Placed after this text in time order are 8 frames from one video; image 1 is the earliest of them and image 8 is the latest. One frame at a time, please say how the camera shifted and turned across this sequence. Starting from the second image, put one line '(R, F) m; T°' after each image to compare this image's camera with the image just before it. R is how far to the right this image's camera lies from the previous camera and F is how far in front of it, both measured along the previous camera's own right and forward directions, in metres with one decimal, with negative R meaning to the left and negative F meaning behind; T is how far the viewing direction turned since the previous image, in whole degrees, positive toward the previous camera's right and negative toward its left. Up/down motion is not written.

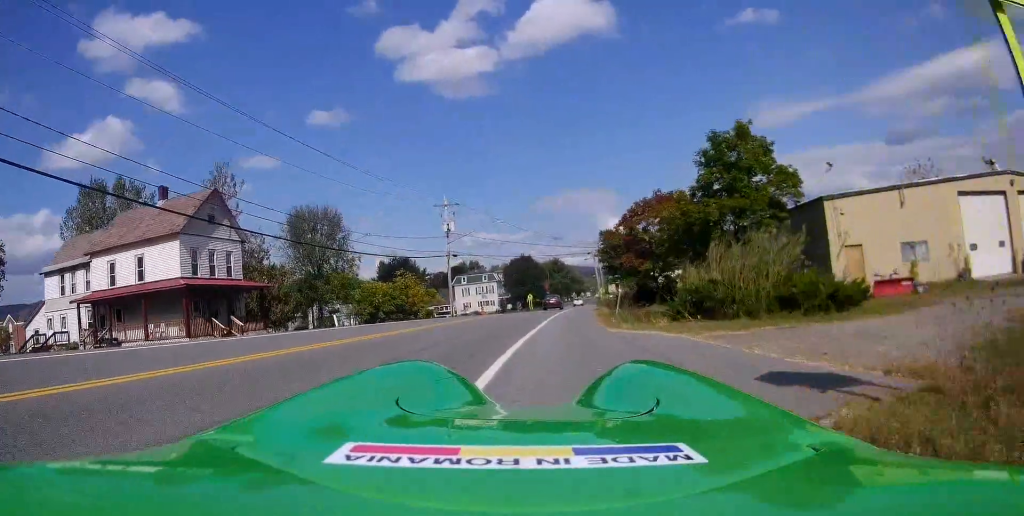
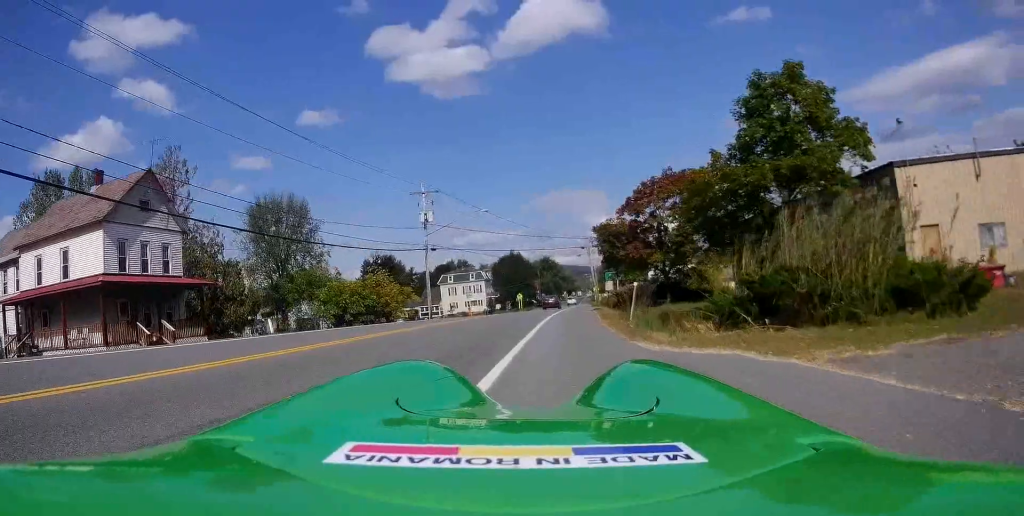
(+0.3, +6.4) m; +3°
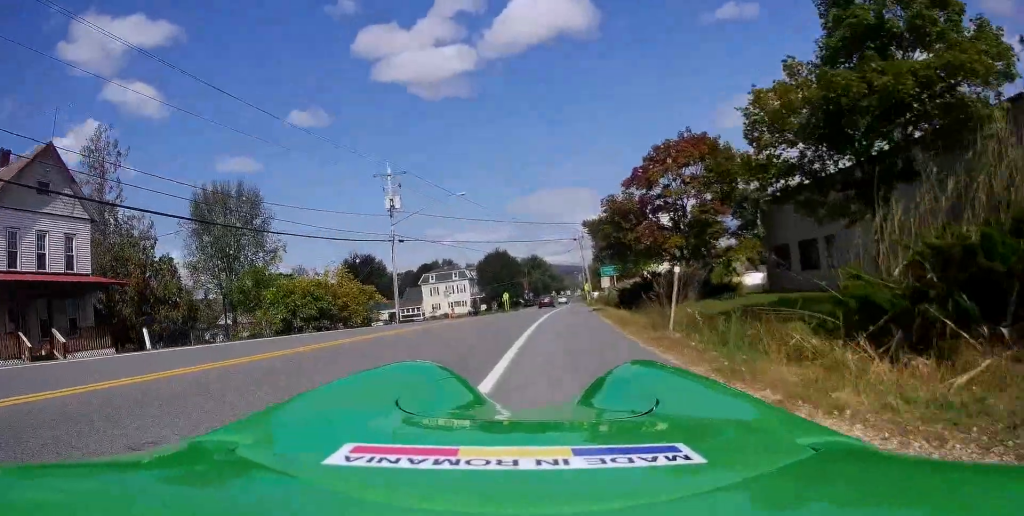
(+0.3, +7.7) m; +3°
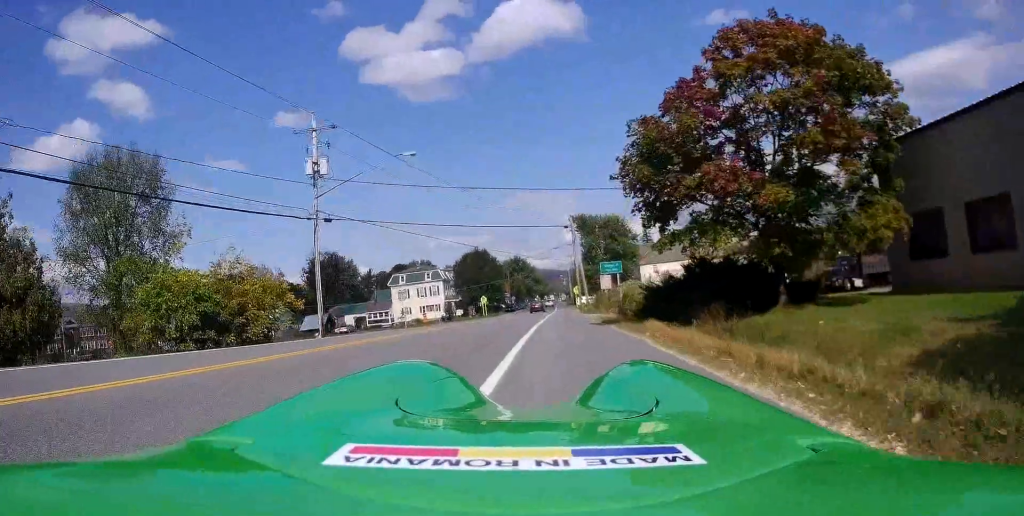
(+0.1, +12.2) m; +1°
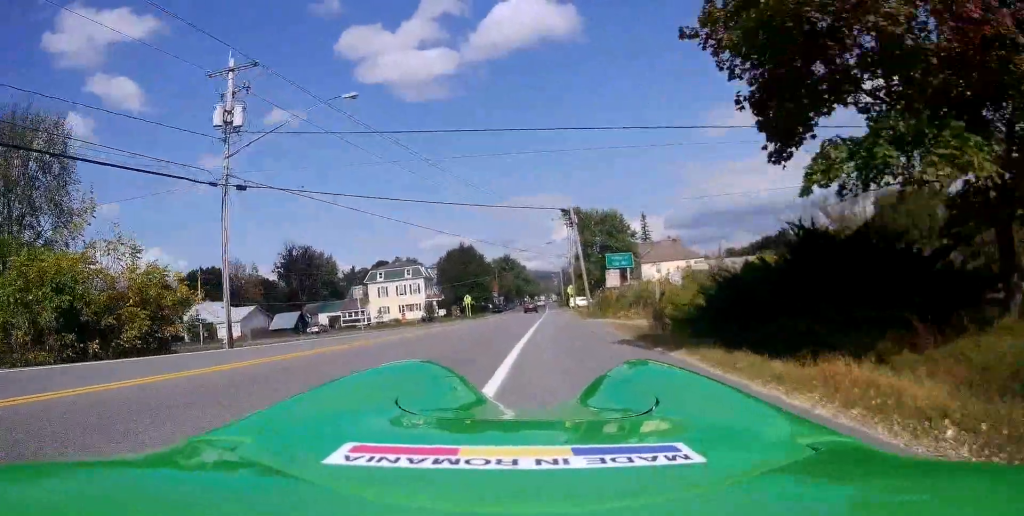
(+0.2, +8.9) m; +1°
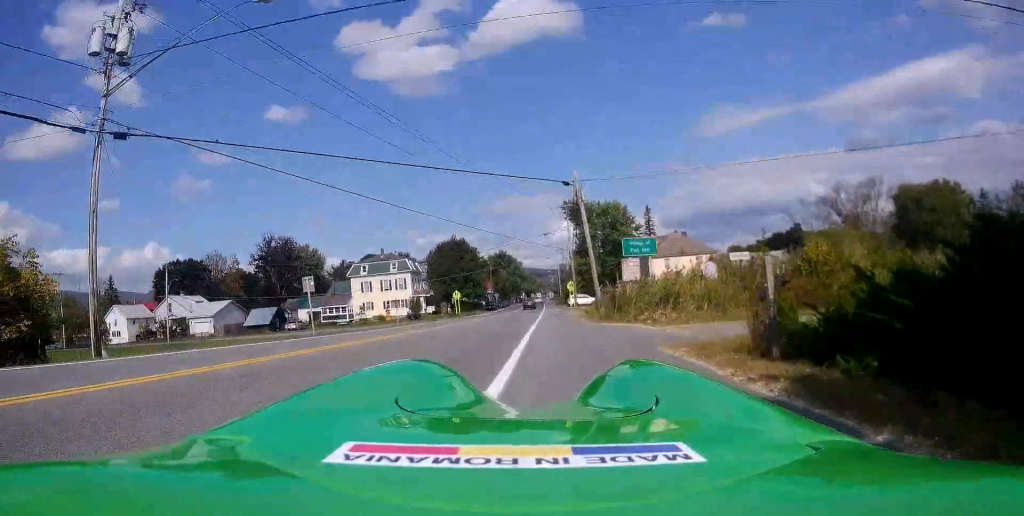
(+0.1, +7.3) m; 0°
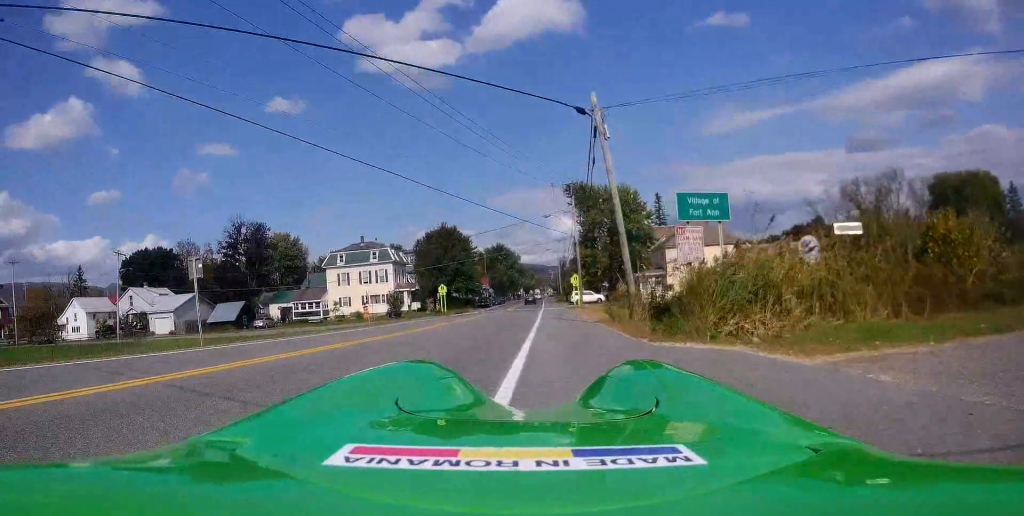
(-0.3, +10.1) m; 0°
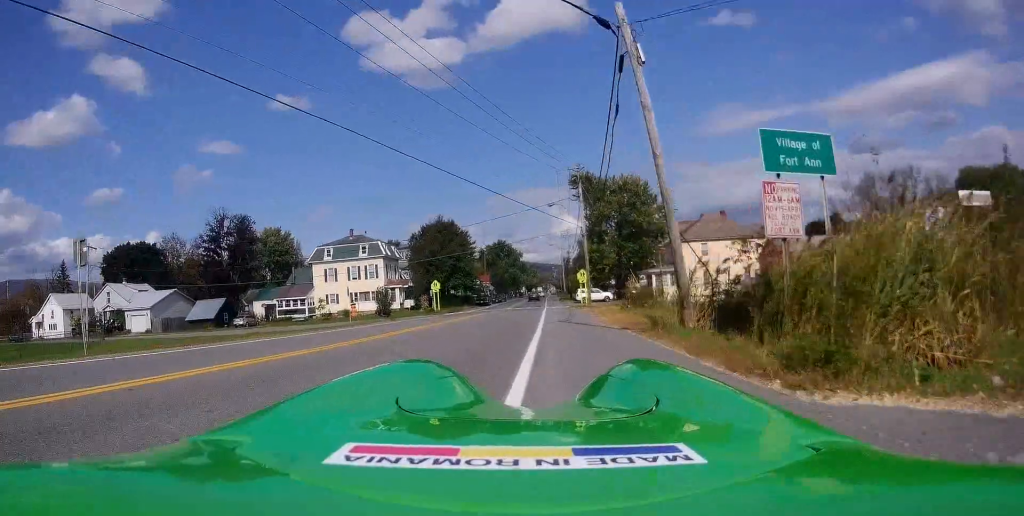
(+0.1, +5.4) m; +1°
